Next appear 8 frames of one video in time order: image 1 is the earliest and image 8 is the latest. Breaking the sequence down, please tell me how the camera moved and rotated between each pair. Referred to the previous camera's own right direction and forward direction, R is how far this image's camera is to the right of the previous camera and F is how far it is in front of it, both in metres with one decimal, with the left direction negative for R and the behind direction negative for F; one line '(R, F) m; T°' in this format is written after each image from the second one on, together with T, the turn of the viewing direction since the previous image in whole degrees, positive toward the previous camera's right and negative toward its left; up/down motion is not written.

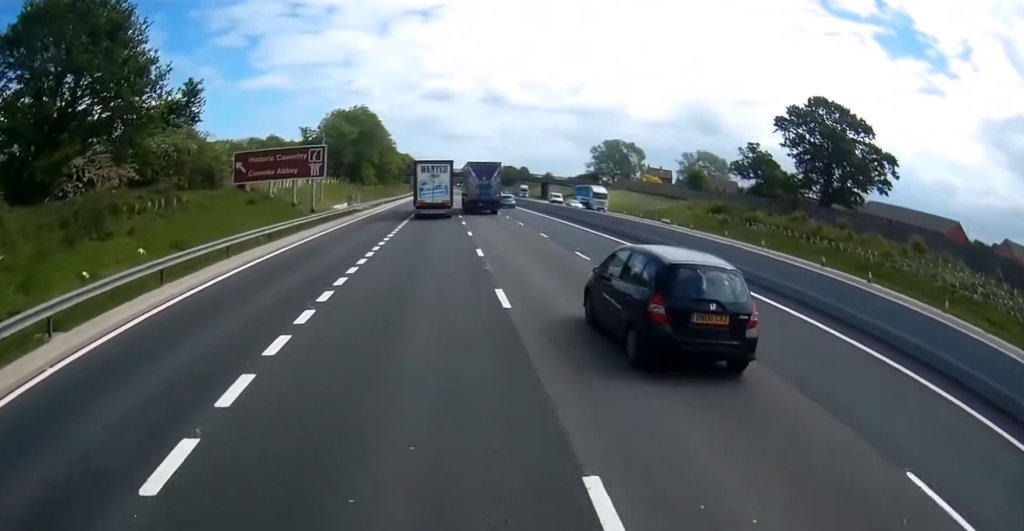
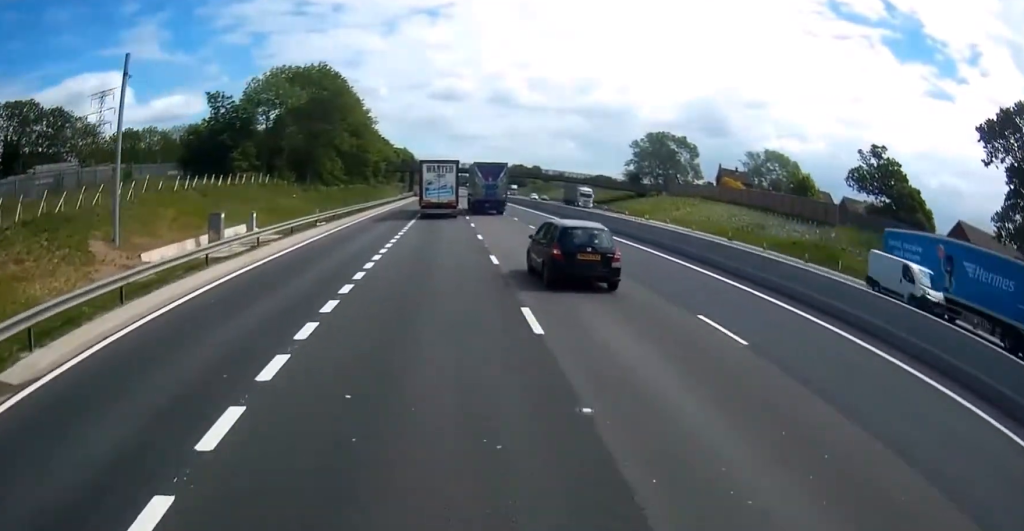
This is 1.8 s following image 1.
(0.0, +45.0) m; 0°
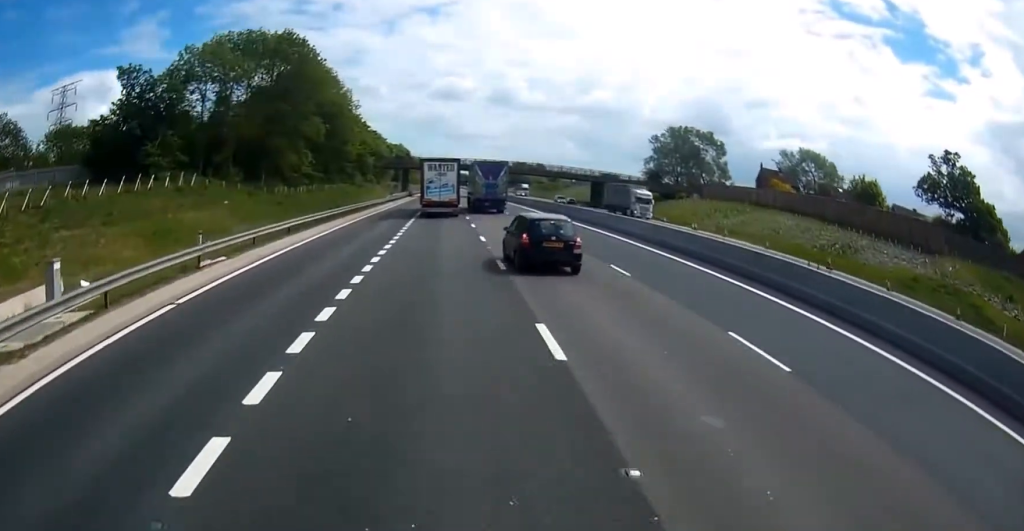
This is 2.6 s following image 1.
(-0.1, +18.9) m; 0°
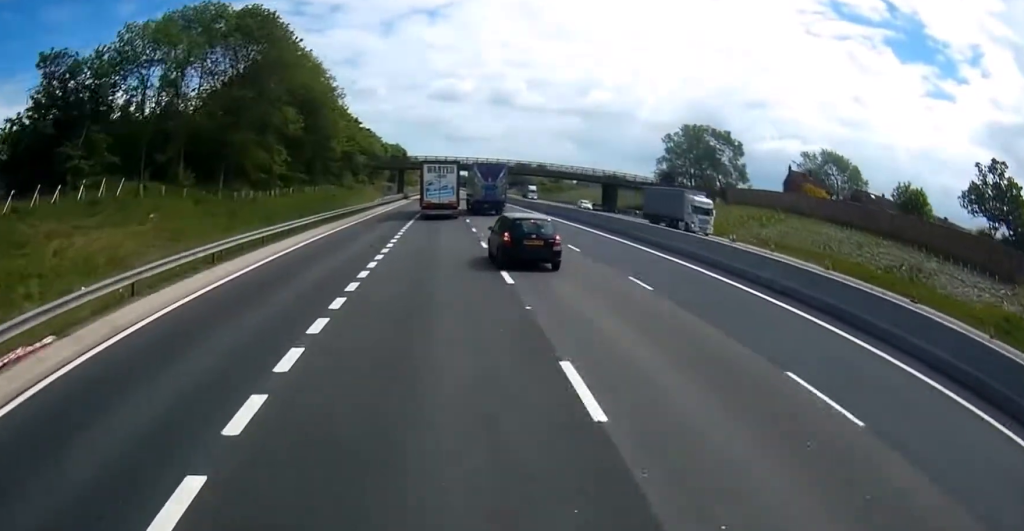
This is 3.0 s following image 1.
(0.0, +10.7) m; 0°
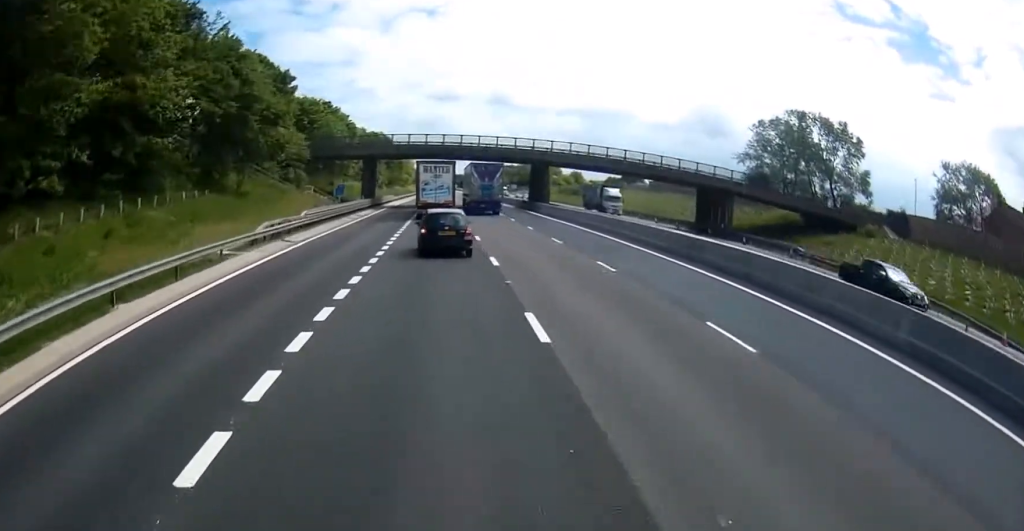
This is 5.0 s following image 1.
(+0.8, +49.0) m; +1°
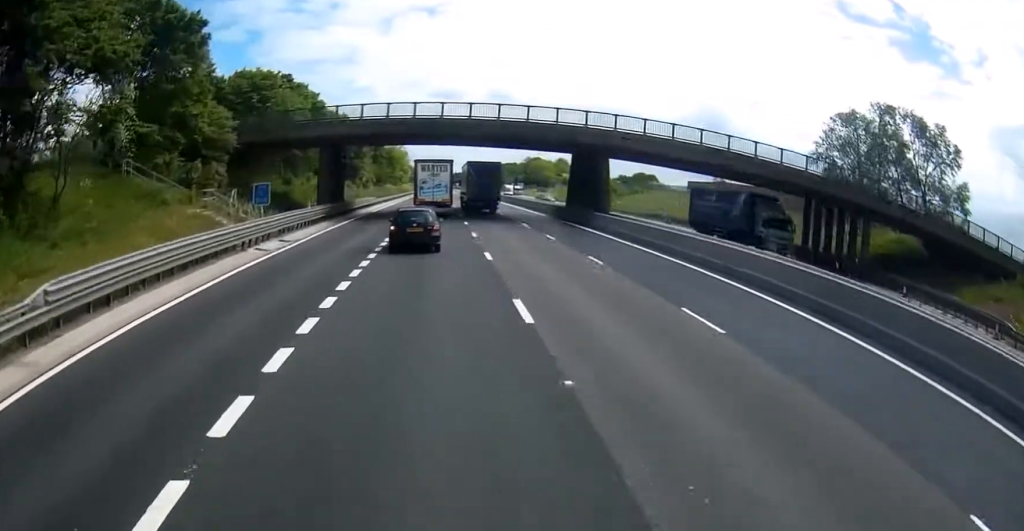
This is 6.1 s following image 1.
(-0.4, +25.0) m; 0°
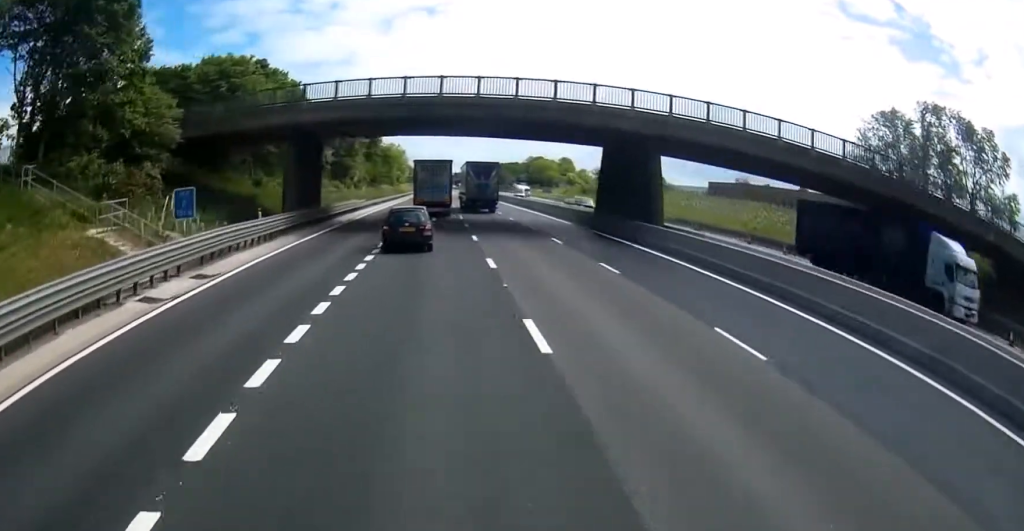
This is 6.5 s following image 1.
(+0.2, +10.5) m; 0°
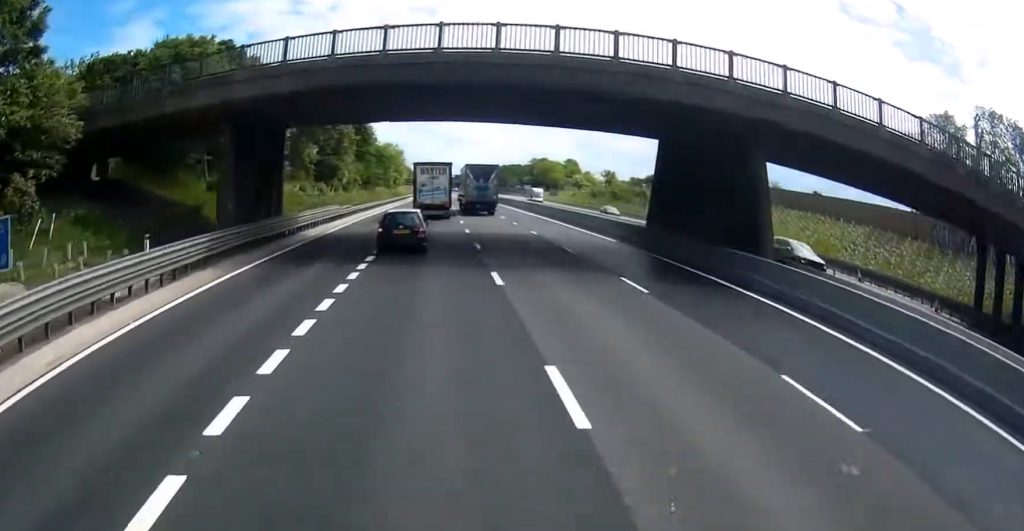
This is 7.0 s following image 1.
(+0.2, +11.3) m; 0°
